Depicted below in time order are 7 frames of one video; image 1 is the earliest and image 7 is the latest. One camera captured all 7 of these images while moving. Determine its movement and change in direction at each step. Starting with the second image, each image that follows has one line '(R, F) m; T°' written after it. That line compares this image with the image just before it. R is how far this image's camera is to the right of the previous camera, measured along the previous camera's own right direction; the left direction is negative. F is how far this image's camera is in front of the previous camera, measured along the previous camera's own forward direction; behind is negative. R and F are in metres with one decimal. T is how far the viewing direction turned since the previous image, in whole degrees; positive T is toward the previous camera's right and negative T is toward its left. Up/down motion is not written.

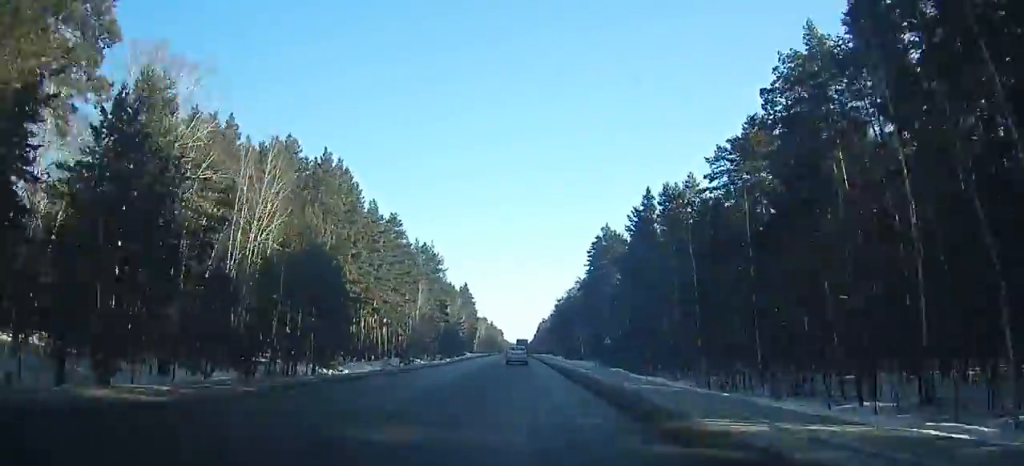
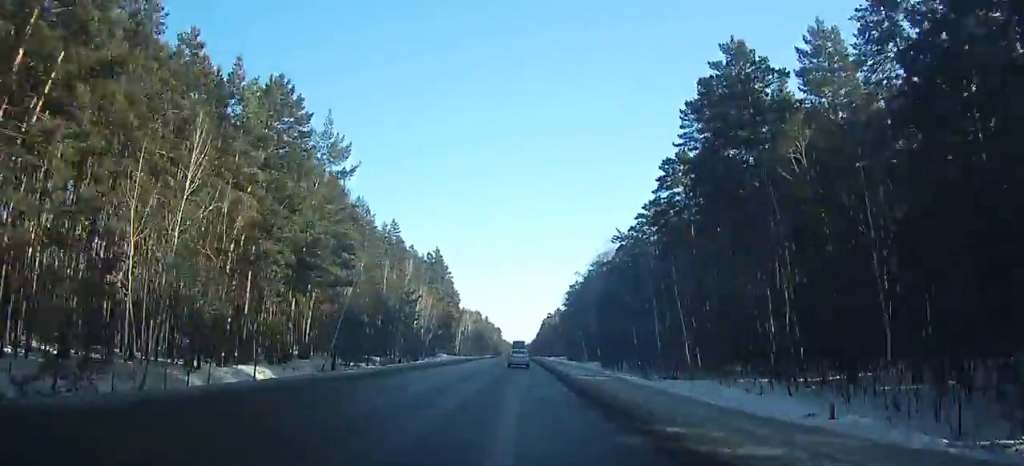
(-0.1, +73.1) m; 0°
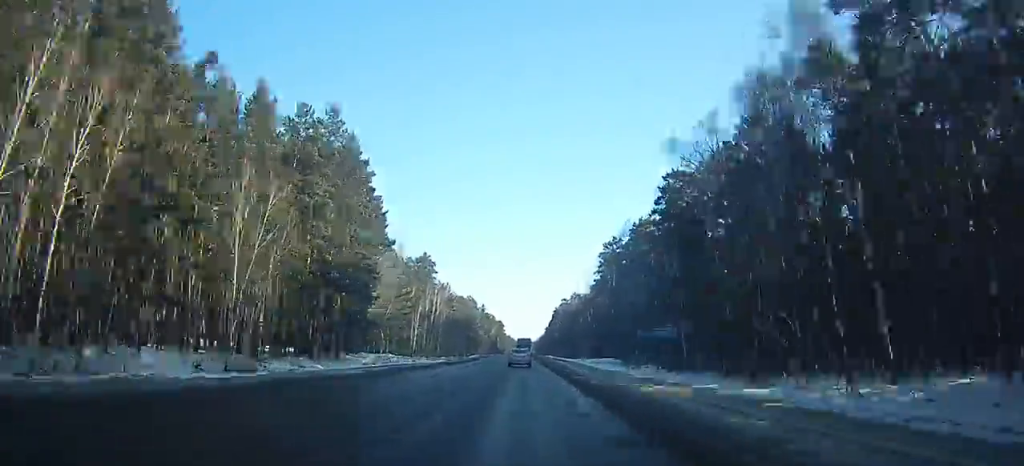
(-0.1, +80.0) m; 0°
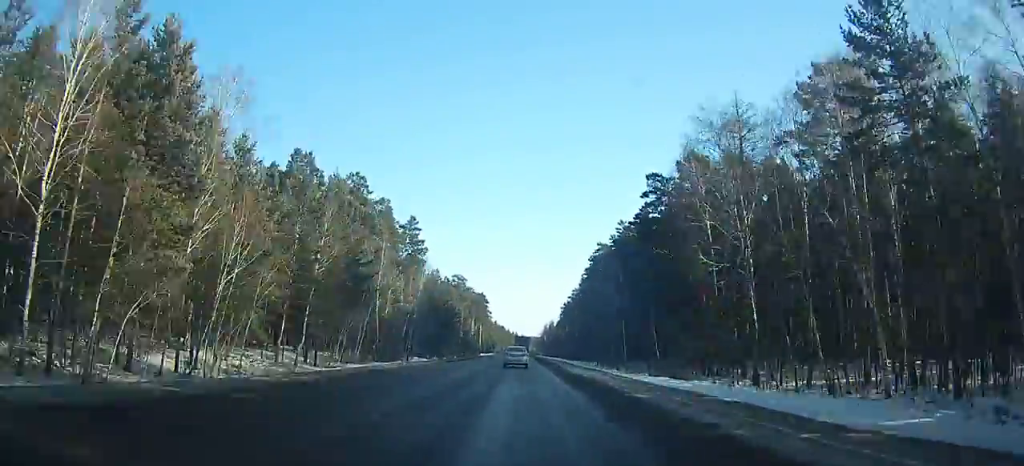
(+0.7, +184.4) m; 0°
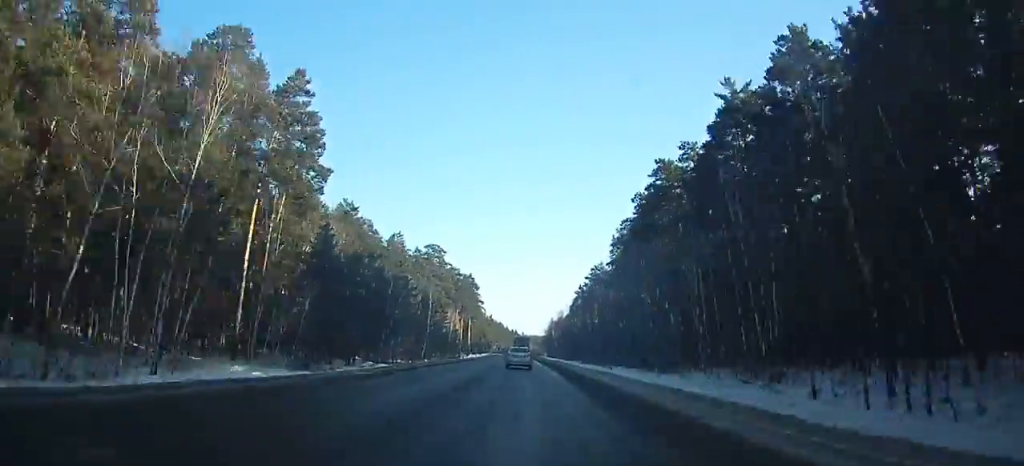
(-0.1, +58.4) m; 0°
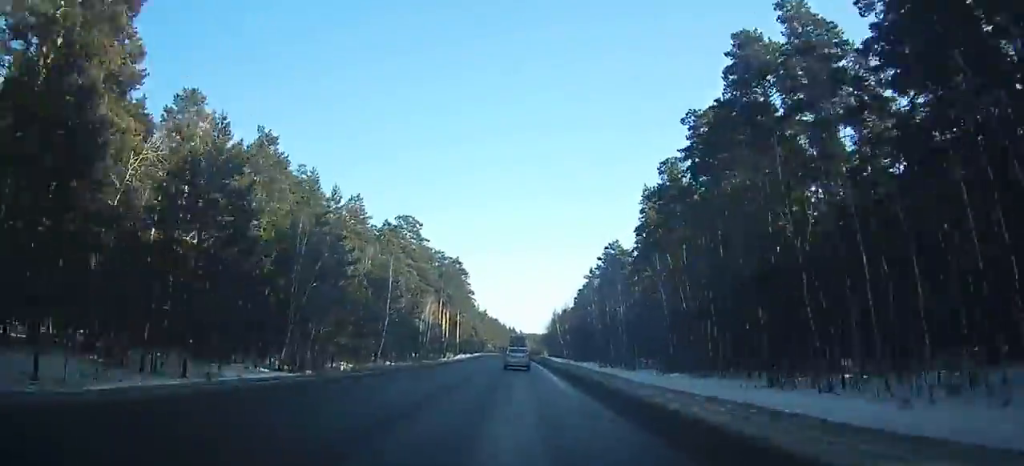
(-0.1, +31.3) m; 0°
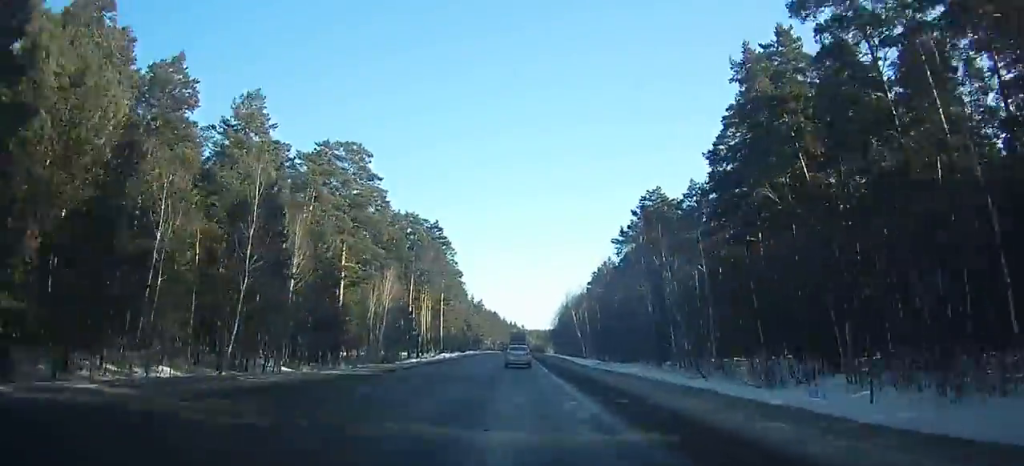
(-0.3, +40.2) m; 0°
